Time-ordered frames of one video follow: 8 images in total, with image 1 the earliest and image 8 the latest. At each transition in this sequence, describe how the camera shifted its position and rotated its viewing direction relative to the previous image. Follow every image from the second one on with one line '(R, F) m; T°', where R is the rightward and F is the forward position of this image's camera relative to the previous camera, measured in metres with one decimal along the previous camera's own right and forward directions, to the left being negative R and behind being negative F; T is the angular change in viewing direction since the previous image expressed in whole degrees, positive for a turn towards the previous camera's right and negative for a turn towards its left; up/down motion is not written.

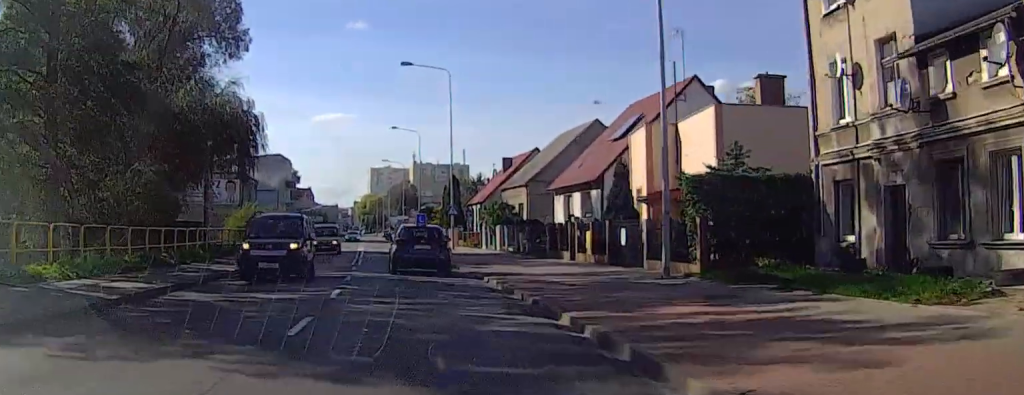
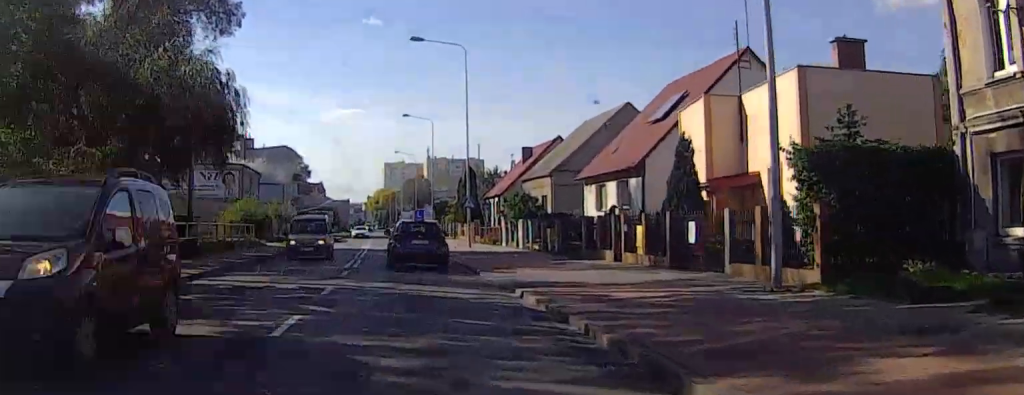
(+0.1, +6.2) m; -2°
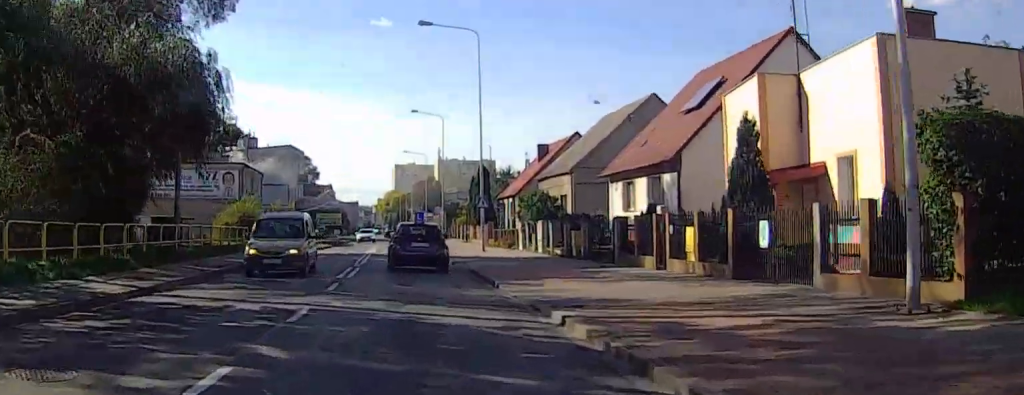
(-0.2, +4.2) m; -1°
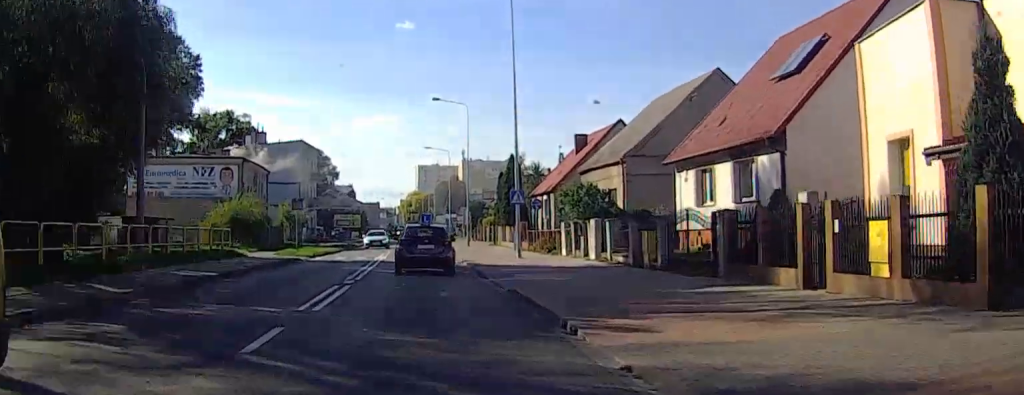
(-0.3, +8.5) m; -2°
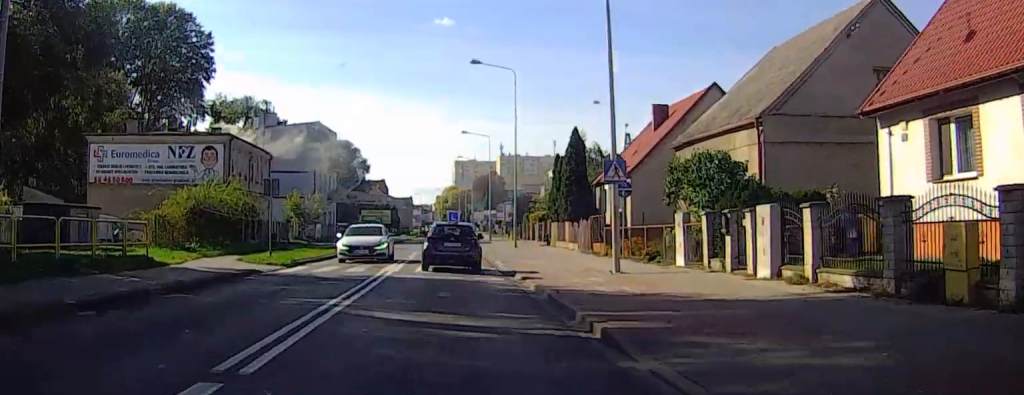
(-0.3, +14.5) m; -3°
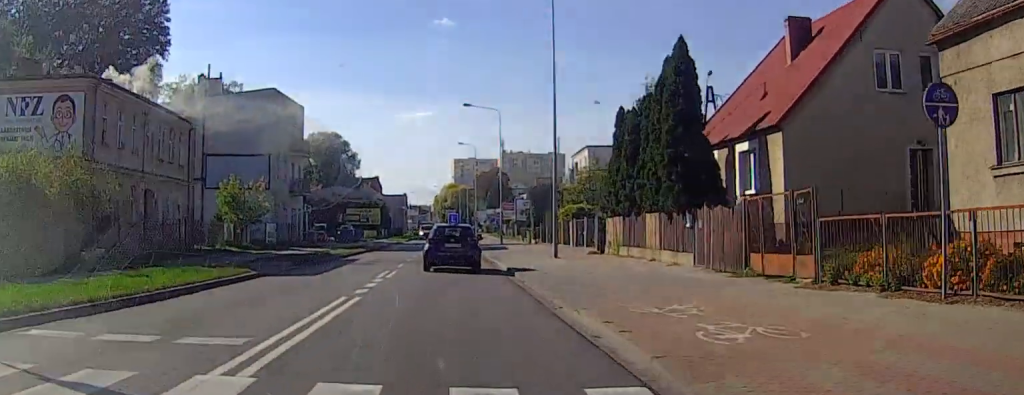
(-0.3, +21.8) m; 0°
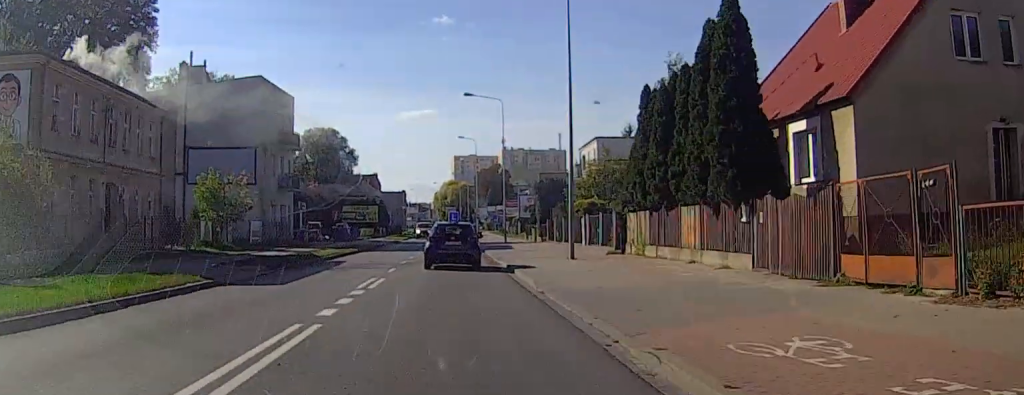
(0.0, +4.8) m; 0°
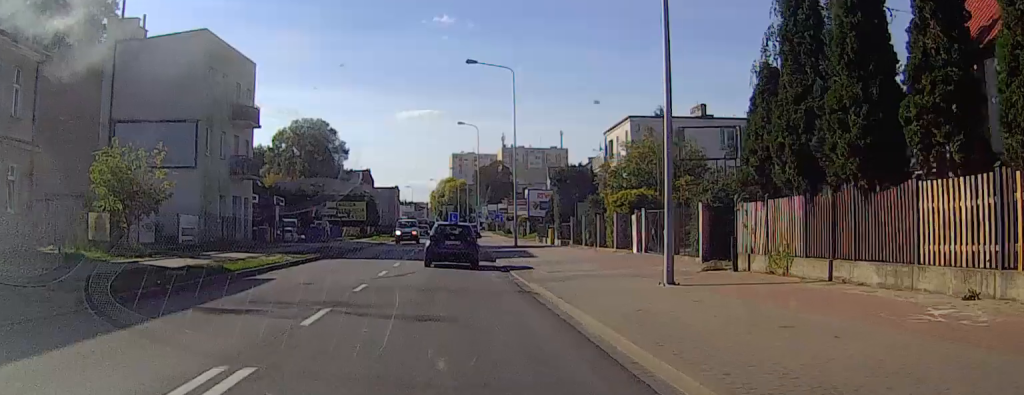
(0.0, +14.2) m; 0°
